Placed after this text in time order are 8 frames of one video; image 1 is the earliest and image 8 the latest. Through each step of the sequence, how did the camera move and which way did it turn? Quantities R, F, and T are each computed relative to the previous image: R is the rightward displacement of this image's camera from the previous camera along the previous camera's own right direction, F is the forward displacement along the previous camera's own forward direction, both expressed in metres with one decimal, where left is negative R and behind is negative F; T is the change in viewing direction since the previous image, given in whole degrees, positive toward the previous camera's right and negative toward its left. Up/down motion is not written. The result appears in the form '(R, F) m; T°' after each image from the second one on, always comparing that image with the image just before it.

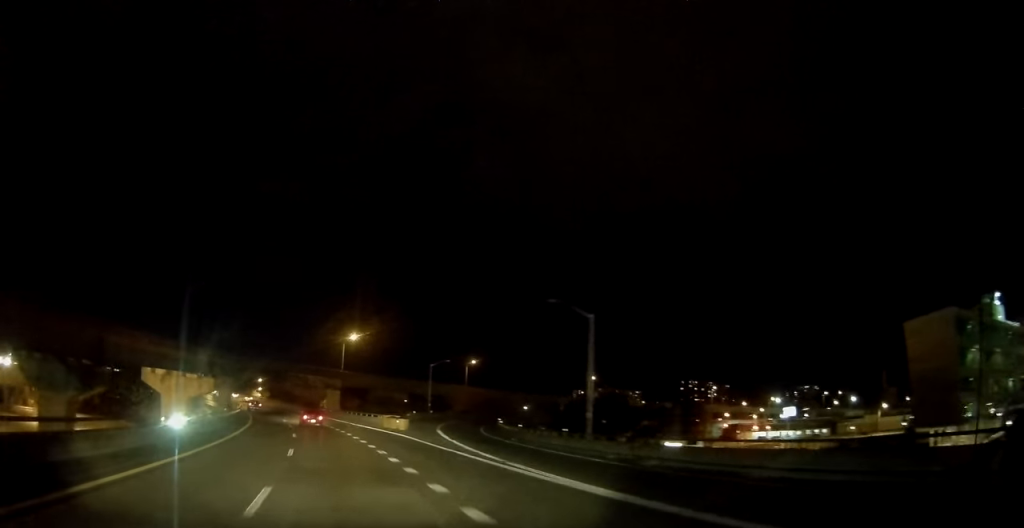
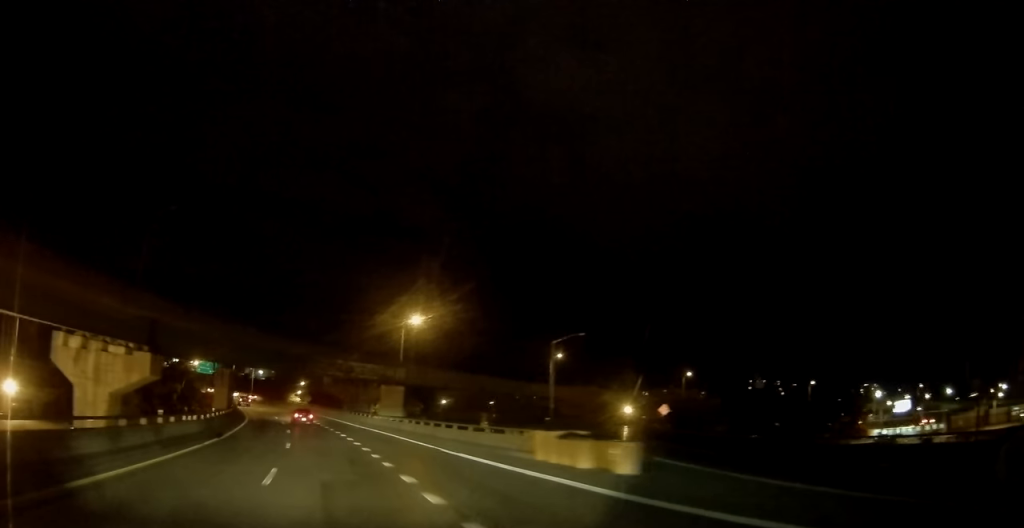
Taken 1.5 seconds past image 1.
(-1.6, +33.9) m; -7°
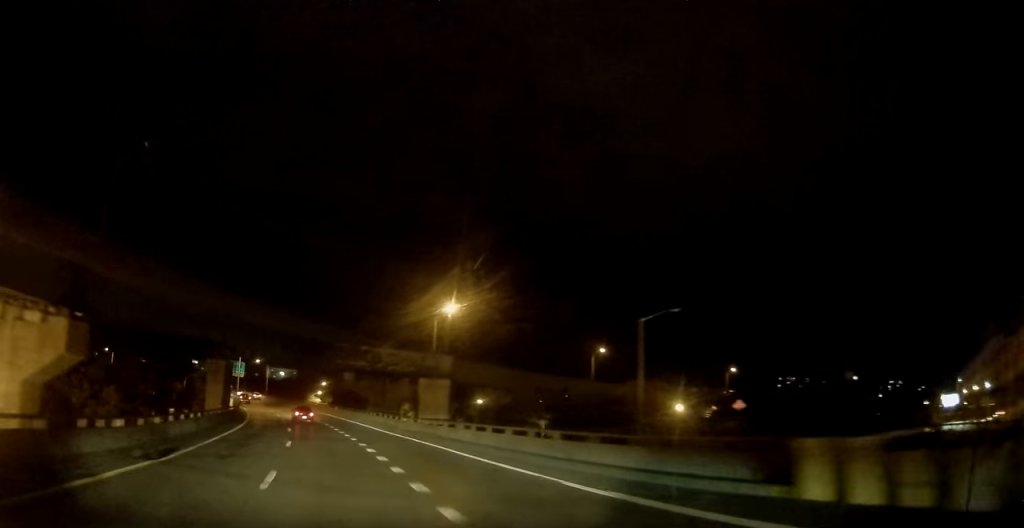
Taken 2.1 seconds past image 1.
(-0.6, +12.8) m; -2°
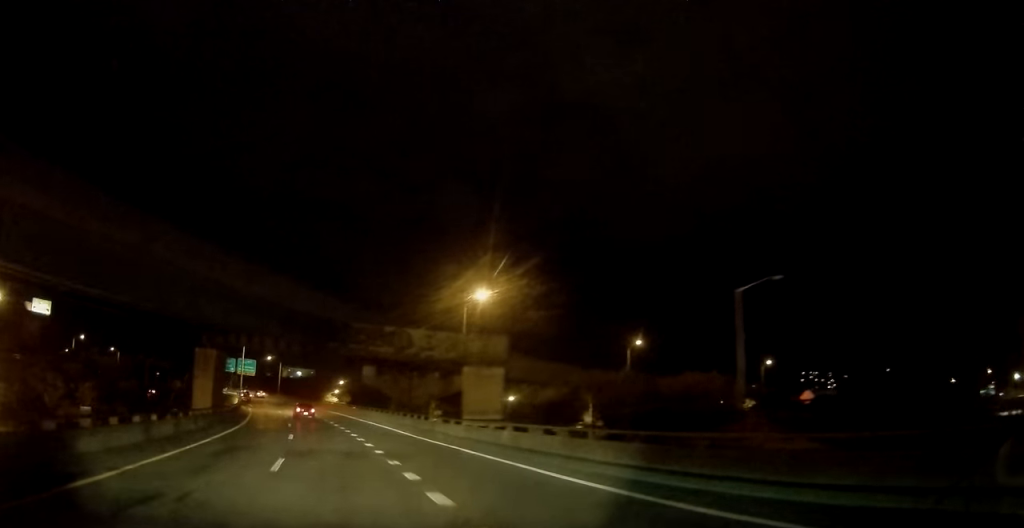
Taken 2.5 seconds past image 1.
(-0.2, +9.7) m; -1°
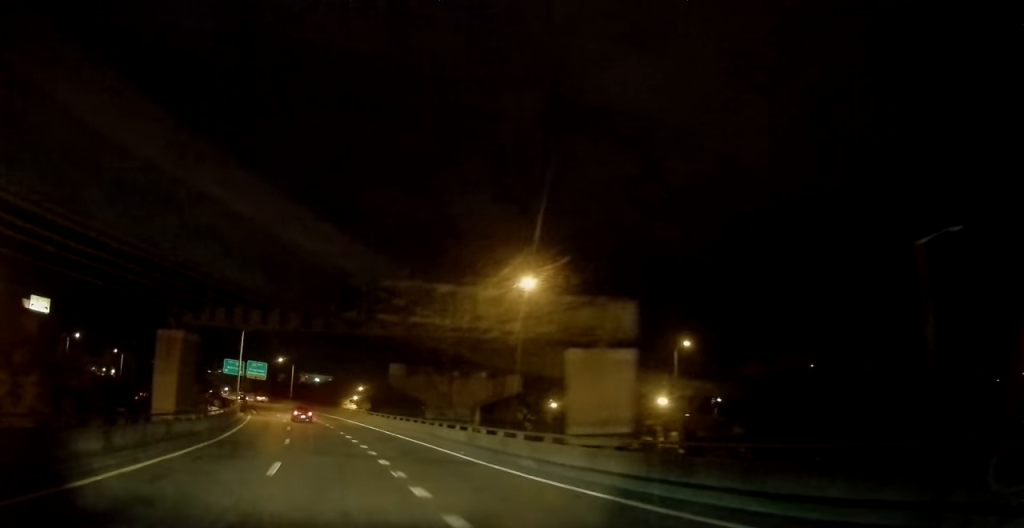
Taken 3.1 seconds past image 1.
(0.0, +12.7) m; -2°
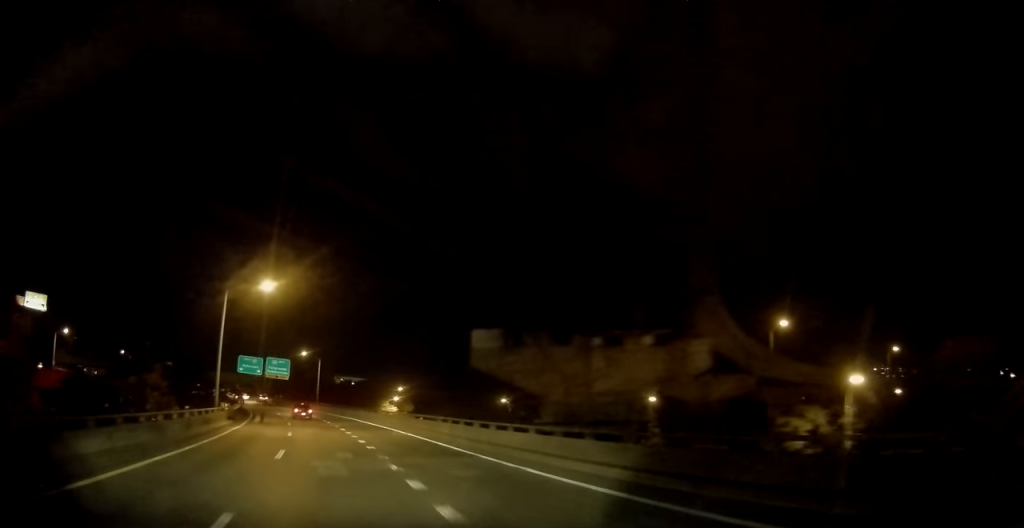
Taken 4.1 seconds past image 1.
(-0.7, +22.3) m; -4°
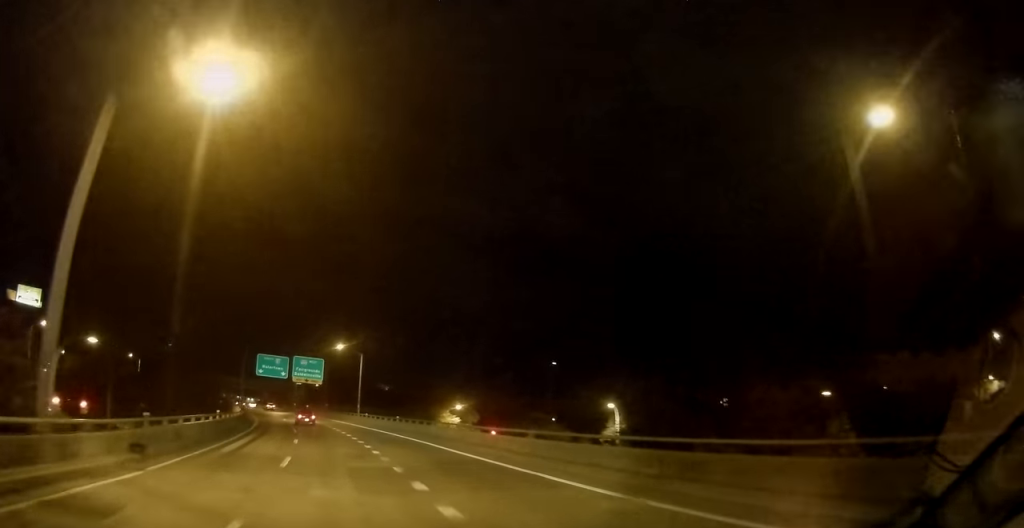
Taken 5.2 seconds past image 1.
(-0.8, +25.0) m; -4°
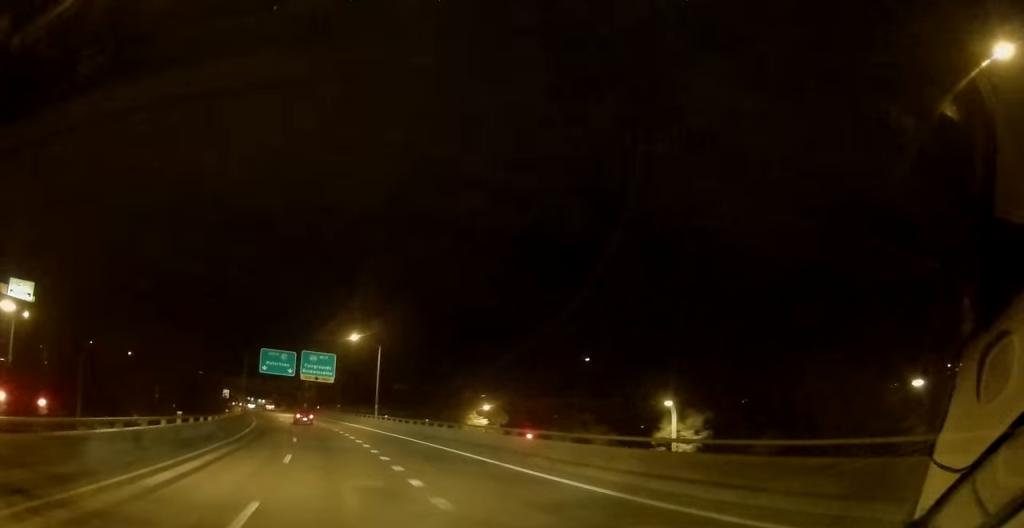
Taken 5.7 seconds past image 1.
(-0.2, +10.2) m; -2°
